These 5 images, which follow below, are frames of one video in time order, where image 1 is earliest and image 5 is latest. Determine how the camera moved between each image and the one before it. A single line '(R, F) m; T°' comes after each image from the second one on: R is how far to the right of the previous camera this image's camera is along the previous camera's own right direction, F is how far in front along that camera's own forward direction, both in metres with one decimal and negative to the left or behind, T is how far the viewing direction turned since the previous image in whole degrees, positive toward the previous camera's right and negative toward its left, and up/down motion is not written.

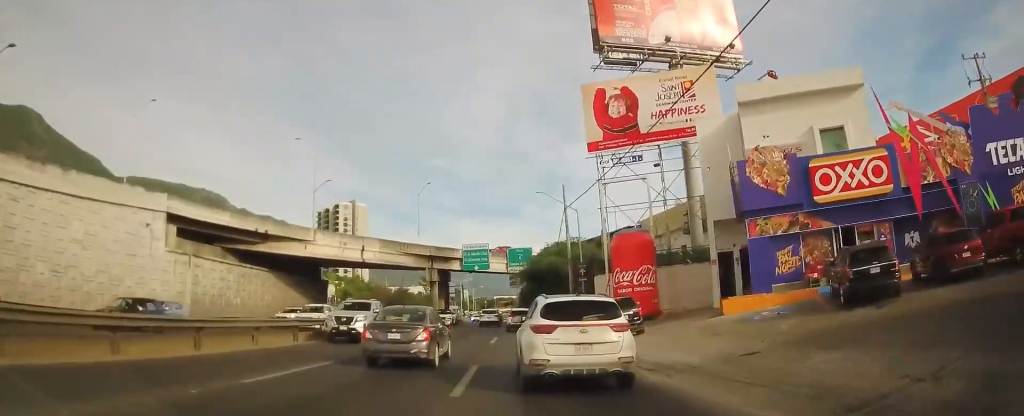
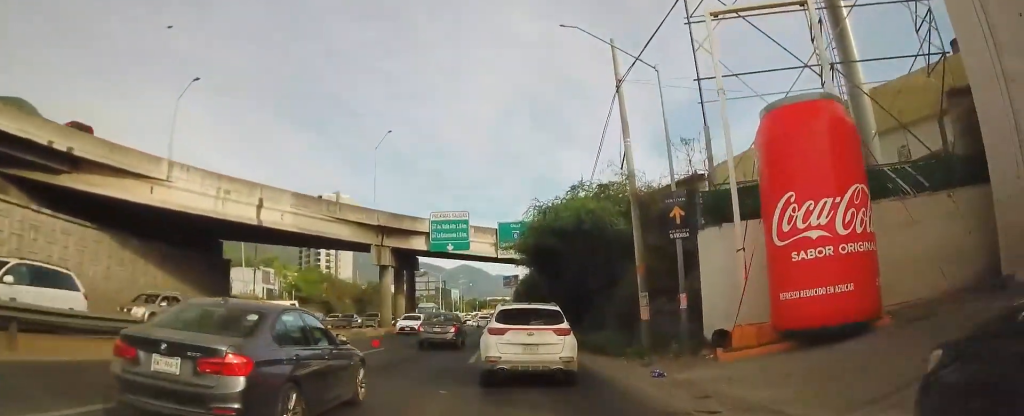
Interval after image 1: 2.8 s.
(+0.5, +22.5) m; +3°
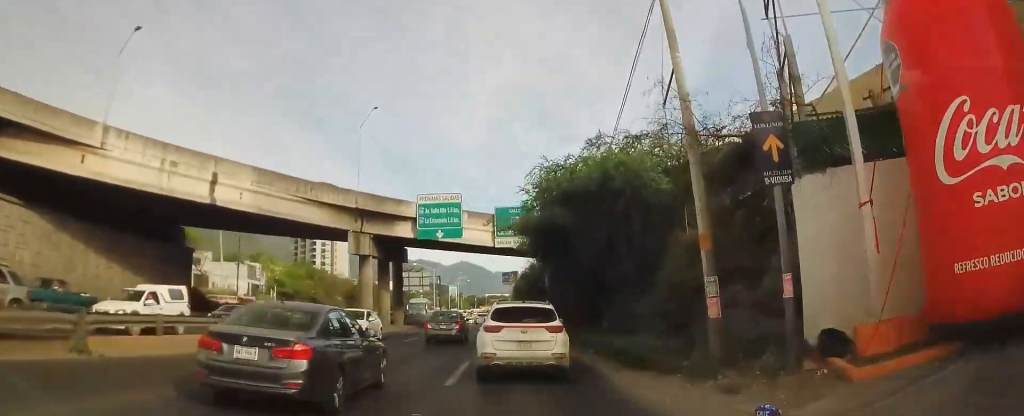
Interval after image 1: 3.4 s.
(+0.2, +5.8) m; -1°
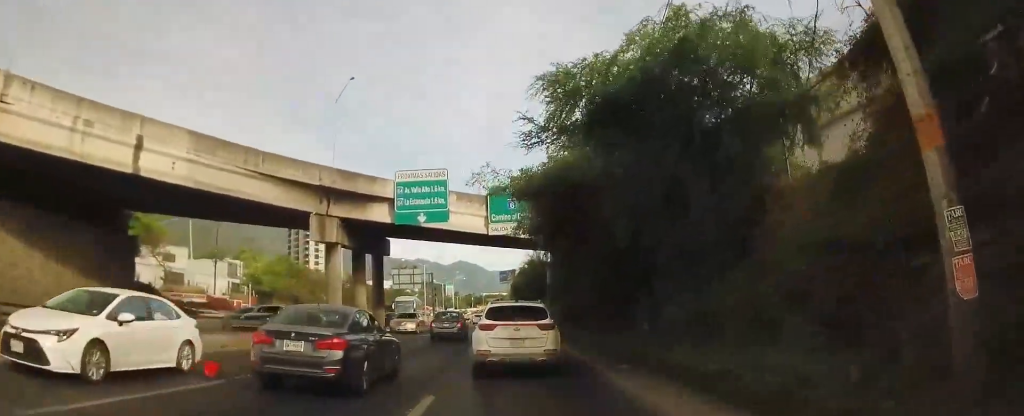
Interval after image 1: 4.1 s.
(+0.1, +6.5) m; -2°
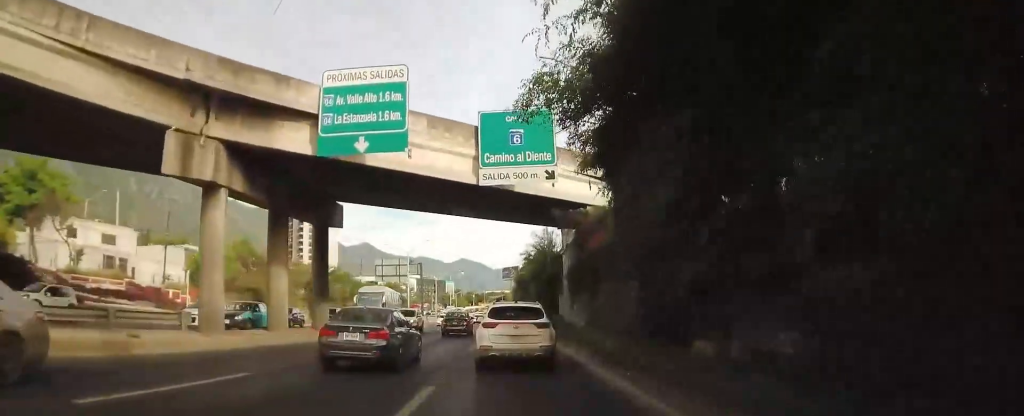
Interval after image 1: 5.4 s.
(-0.7, +14.0) m; -2°
